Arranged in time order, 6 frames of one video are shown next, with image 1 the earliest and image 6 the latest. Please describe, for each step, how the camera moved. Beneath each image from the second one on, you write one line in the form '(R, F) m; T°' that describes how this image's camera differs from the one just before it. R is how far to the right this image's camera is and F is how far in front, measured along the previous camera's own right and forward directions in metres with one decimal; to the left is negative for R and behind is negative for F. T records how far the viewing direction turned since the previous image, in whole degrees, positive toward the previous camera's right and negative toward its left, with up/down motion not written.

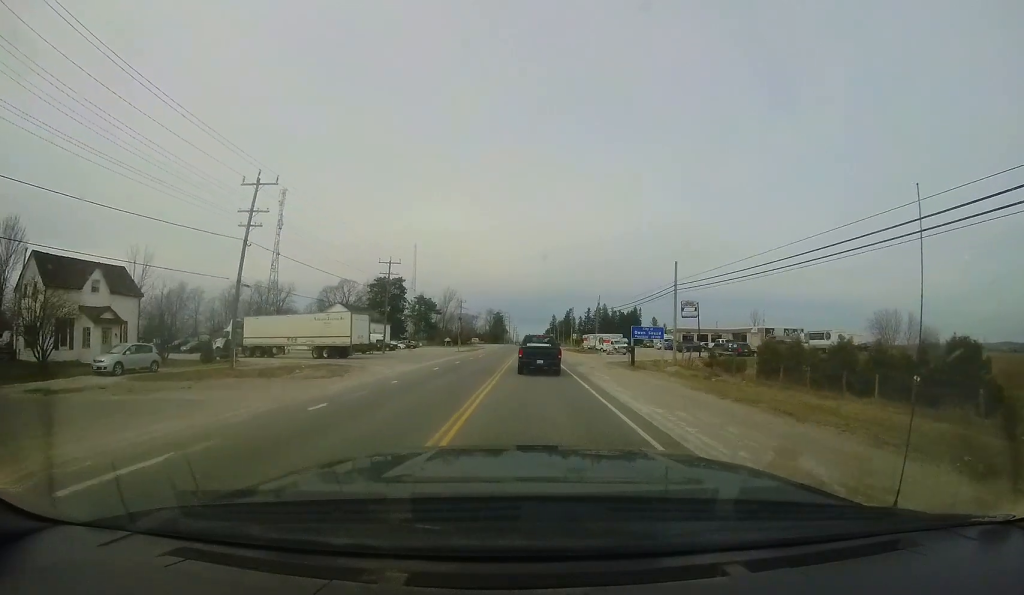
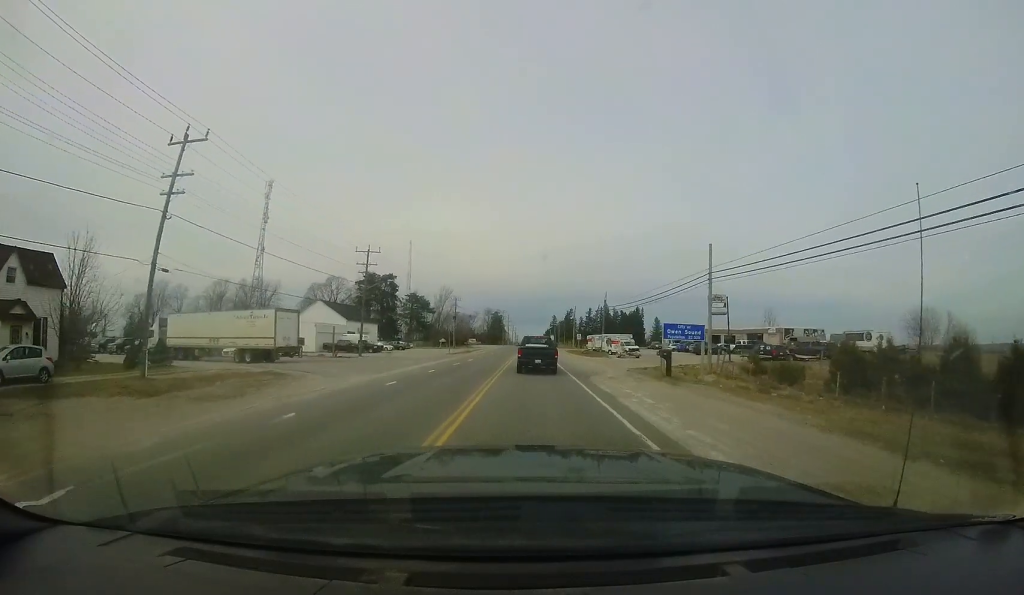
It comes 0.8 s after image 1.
(0.0, +6.7) m; +1°
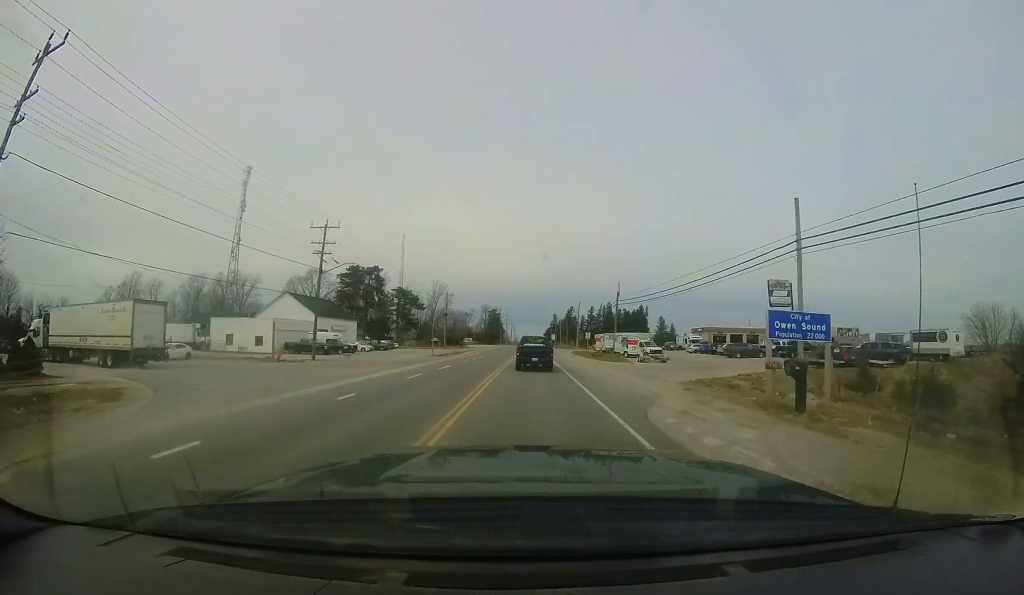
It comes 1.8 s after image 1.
(+0.2, +9.3) m; +1°
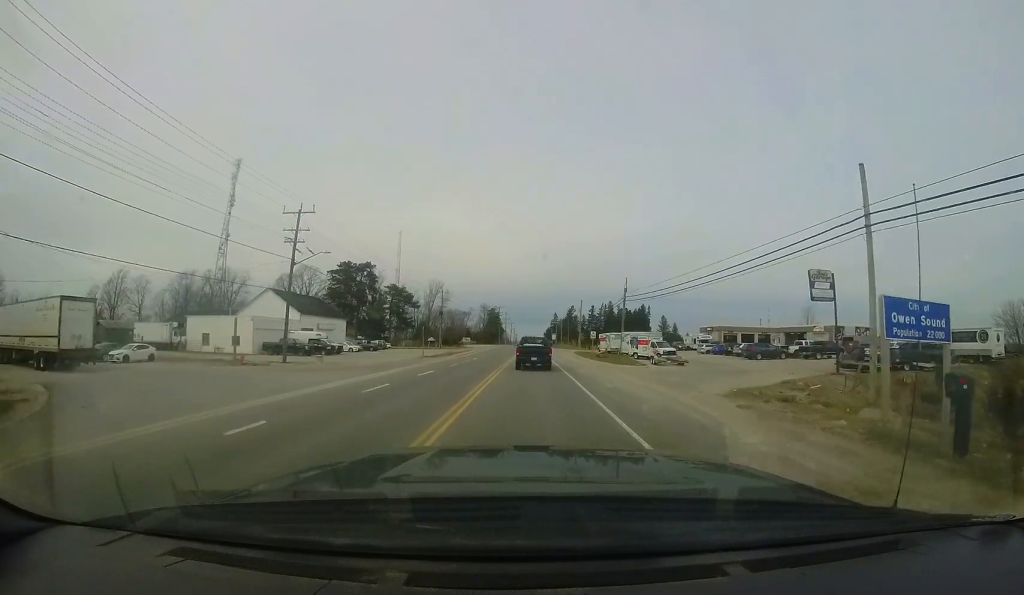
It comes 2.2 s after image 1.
(+0.3, +4.2) m; -1°
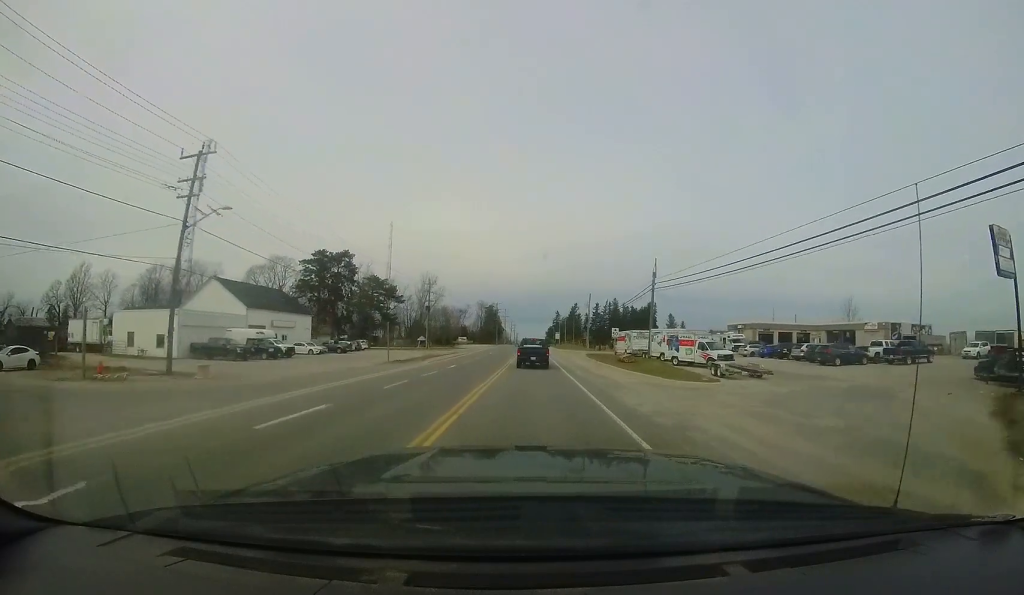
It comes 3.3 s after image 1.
(-0.7, +11.3) m; -2°
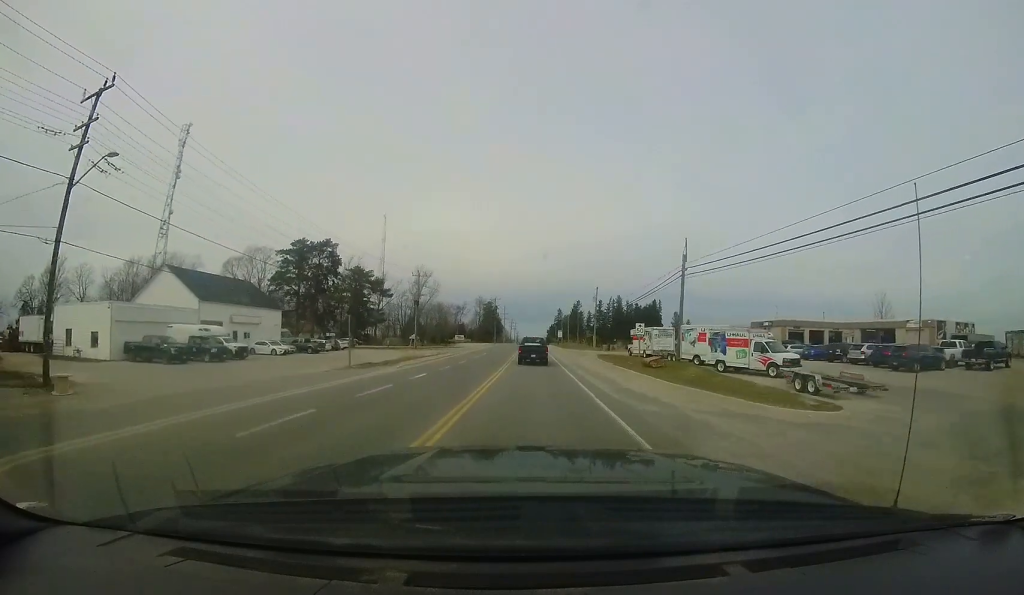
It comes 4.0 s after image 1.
(+0.3, +7.6) m; 0°
